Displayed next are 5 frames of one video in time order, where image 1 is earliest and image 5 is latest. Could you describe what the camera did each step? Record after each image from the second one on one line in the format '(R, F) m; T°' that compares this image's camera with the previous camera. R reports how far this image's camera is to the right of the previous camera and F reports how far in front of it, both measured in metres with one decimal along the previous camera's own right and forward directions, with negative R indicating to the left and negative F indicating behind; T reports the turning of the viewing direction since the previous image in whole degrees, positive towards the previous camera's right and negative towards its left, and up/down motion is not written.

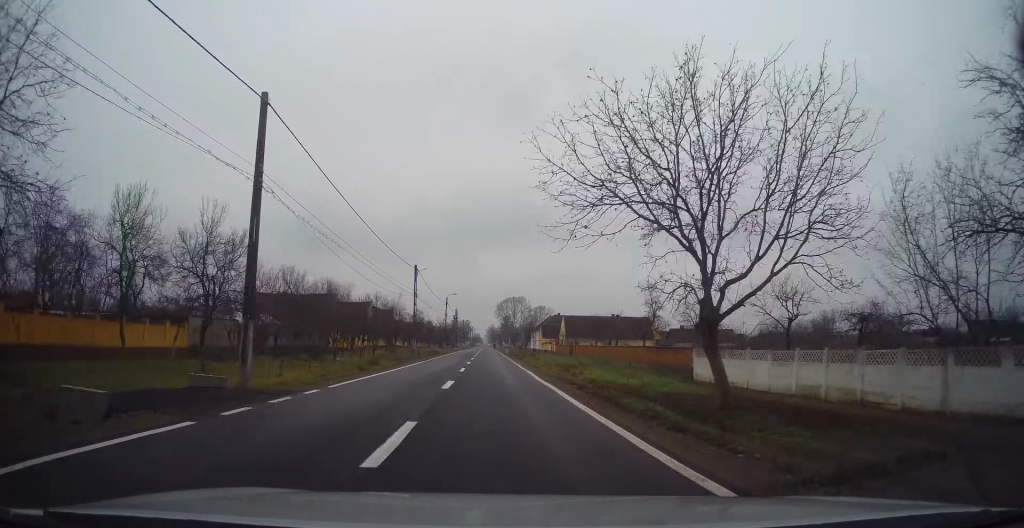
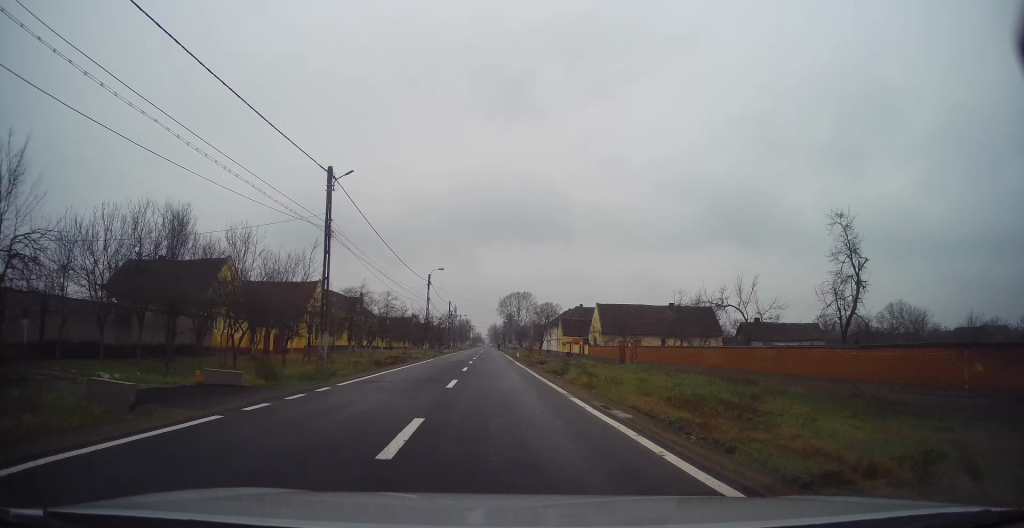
(-0.4, +26.9) m; -1°
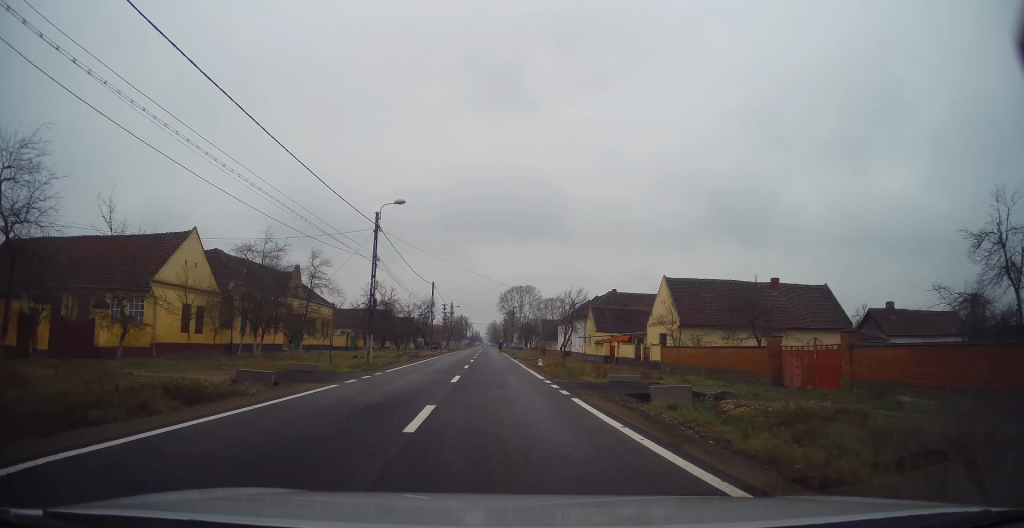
(+0.4, +25.6) m; +1°
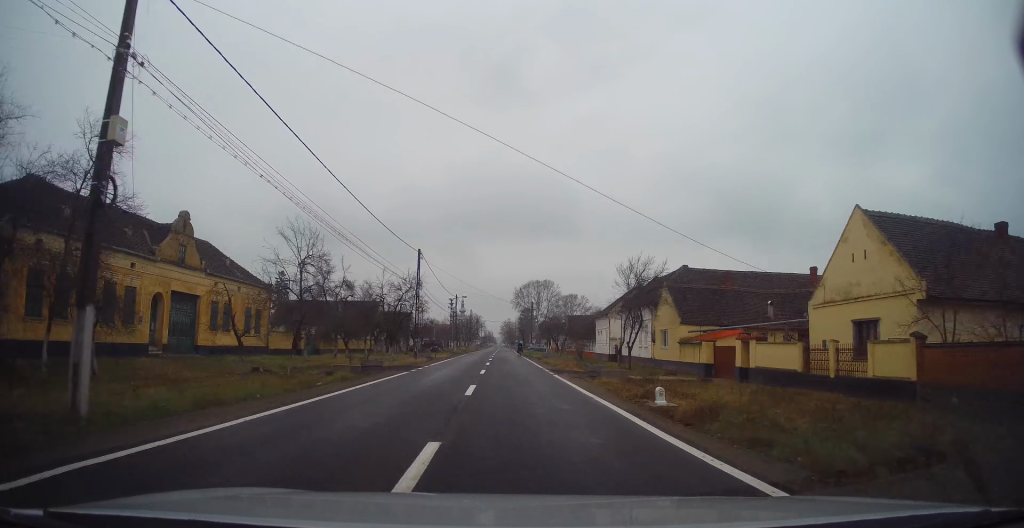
(-0.5, +22.3) m; -1°
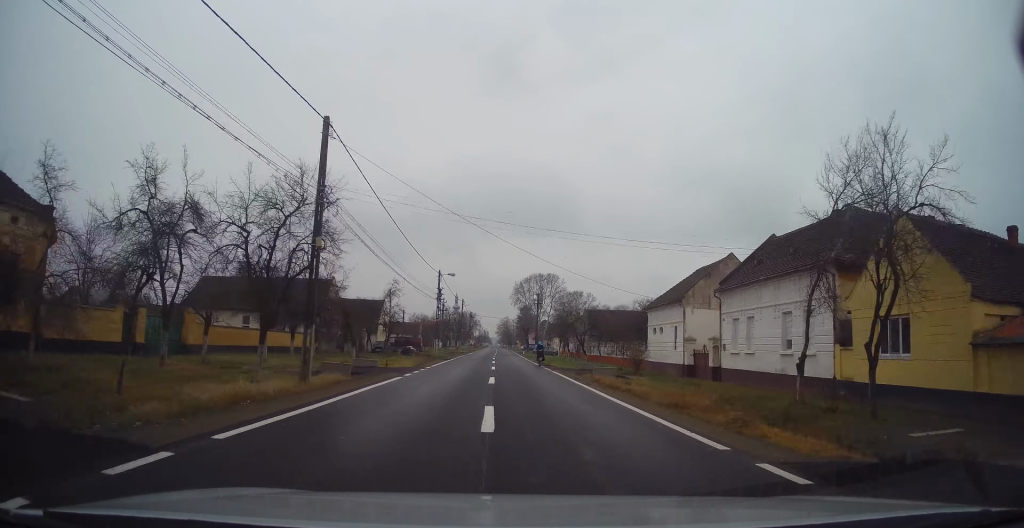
(+0.1, +23.5) m; 0°
